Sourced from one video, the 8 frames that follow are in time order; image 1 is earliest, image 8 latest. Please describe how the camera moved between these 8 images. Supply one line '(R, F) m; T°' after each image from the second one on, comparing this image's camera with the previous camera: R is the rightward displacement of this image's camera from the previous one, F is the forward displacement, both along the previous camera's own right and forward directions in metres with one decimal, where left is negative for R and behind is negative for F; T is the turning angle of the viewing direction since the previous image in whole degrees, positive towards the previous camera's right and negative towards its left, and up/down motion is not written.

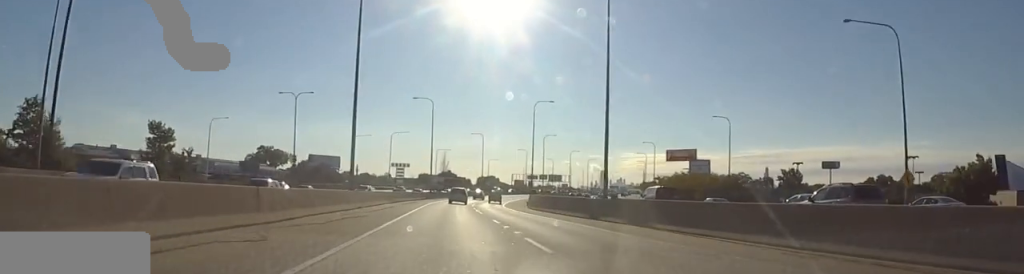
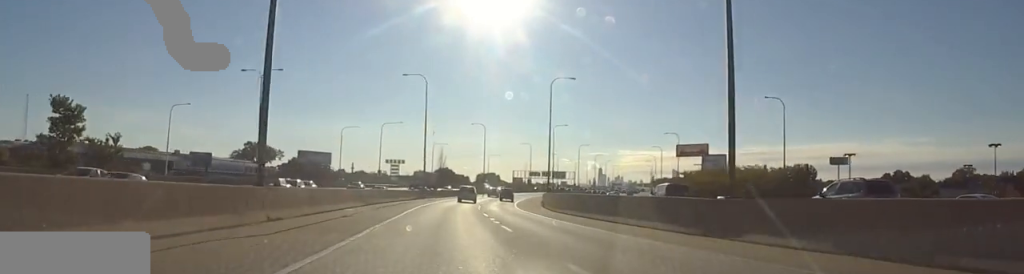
(0.0, +17.7) m; +1°
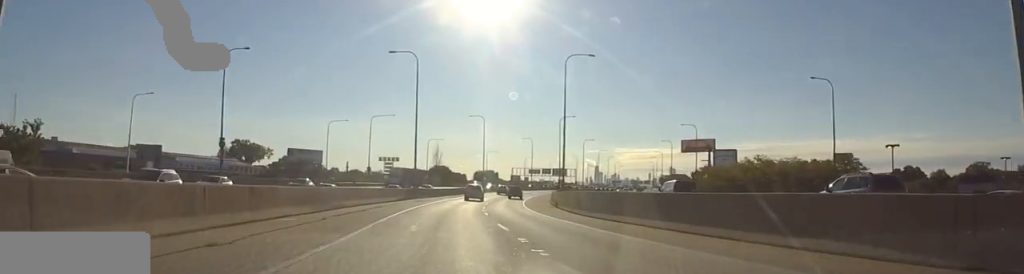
(-0.2, +12.2) m; +2°
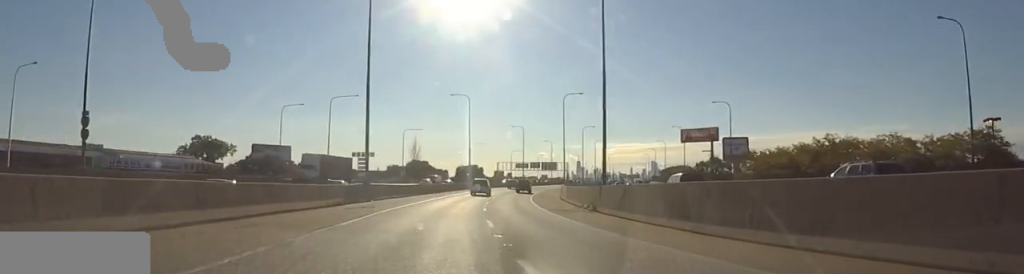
(+0.9, +24.0) m; +4°
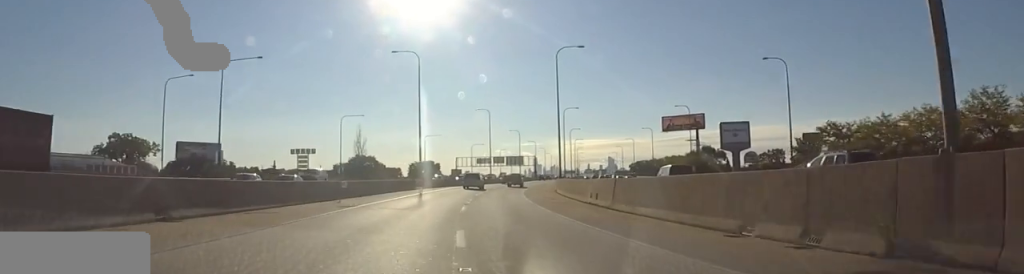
(+1.5, +32.3) m; +4°
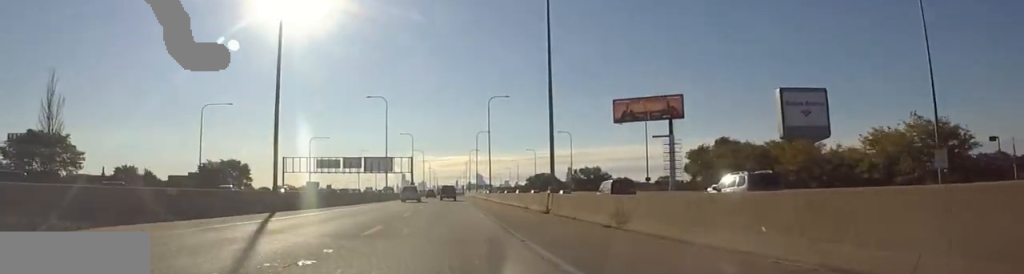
(+7.1, +93.1) m; +9°
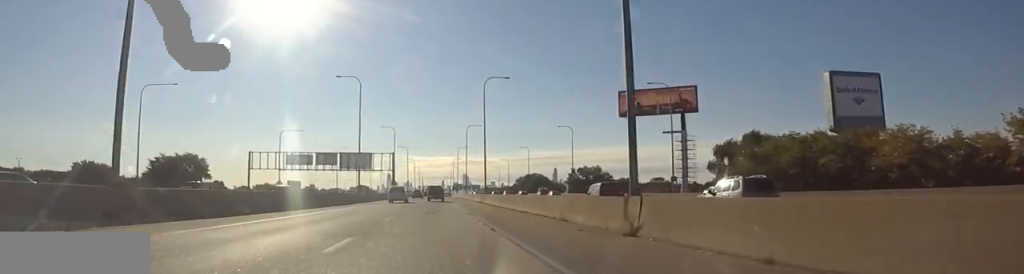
(-0.2, +16.1) m; 0°
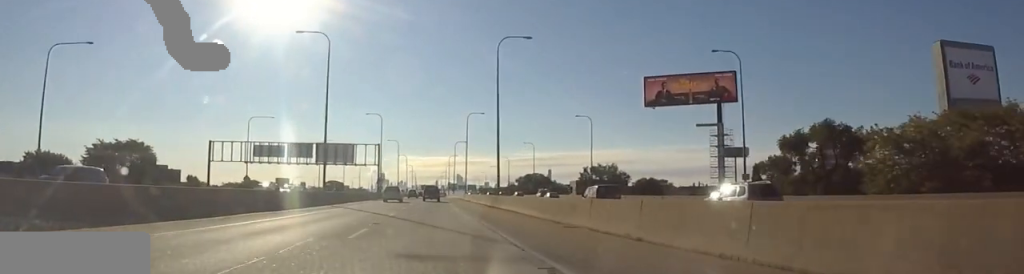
(-0.5, +20.4) m; 0°
